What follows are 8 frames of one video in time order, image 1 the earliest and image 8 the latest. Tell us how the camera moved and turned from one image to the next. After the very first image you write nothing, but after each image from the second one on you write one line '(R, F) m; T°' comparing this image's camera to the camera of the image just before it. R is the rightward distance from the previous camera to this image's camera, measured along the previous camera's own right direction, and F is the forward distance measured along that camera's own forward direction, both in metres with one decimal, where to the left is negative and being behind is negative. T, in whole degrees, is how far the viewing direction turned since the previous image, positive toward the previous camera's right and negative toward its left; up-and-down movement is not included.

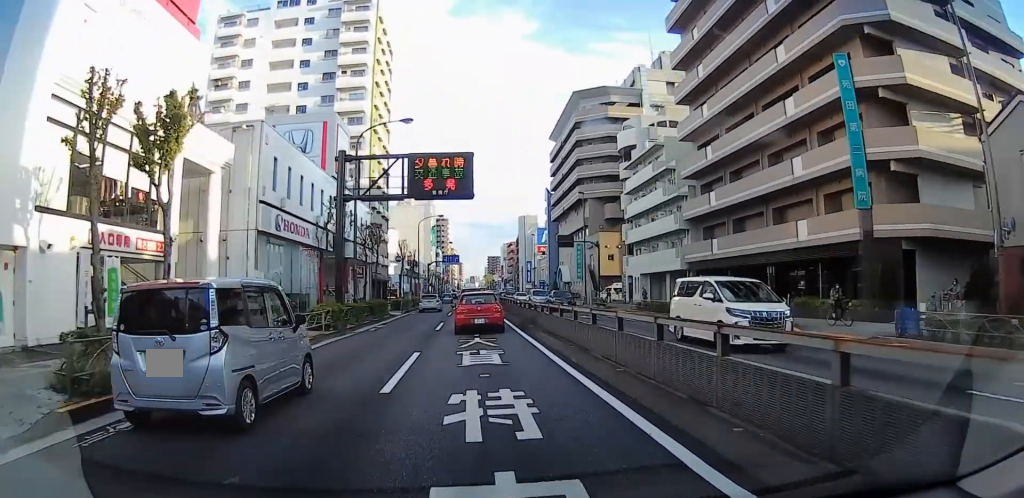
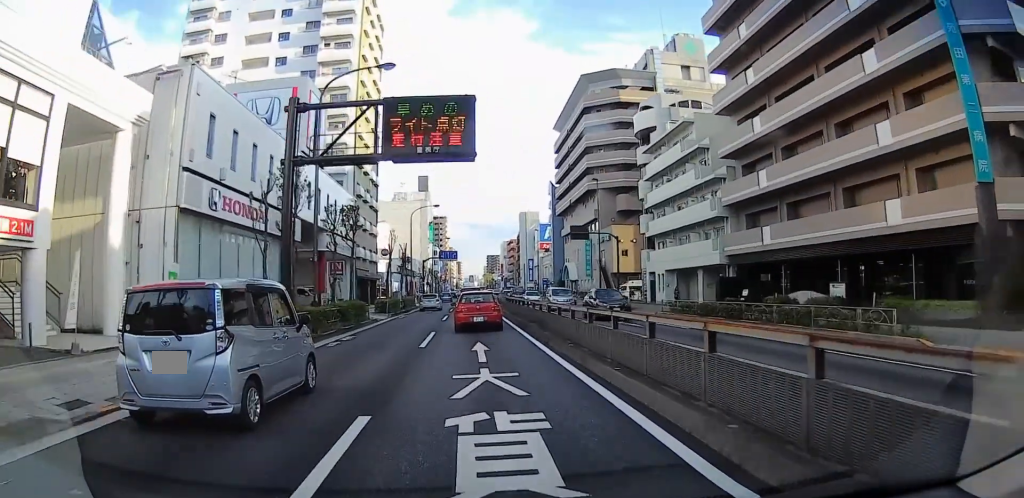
(+0.1, +8.2) m; 0°
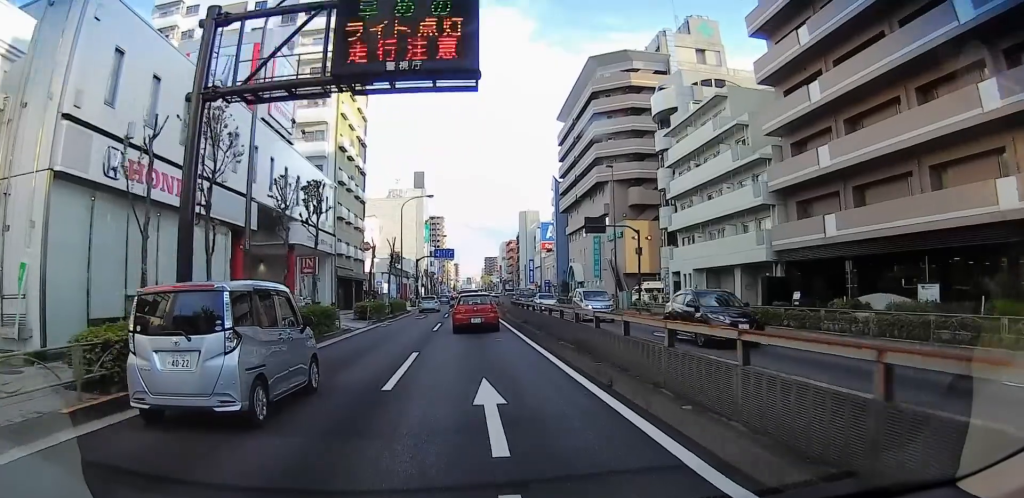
(0.0, +7.4) m; 0°
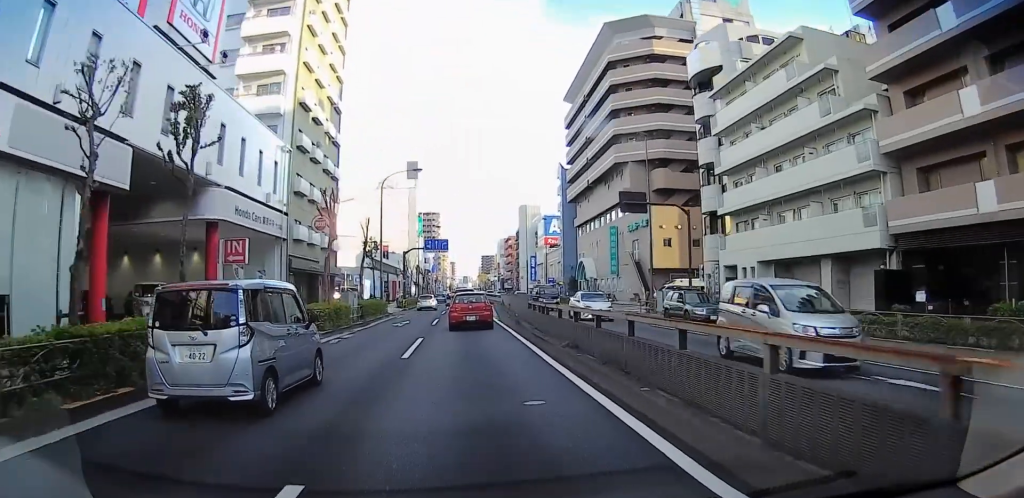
(+0.1, +10.9) m; +1°
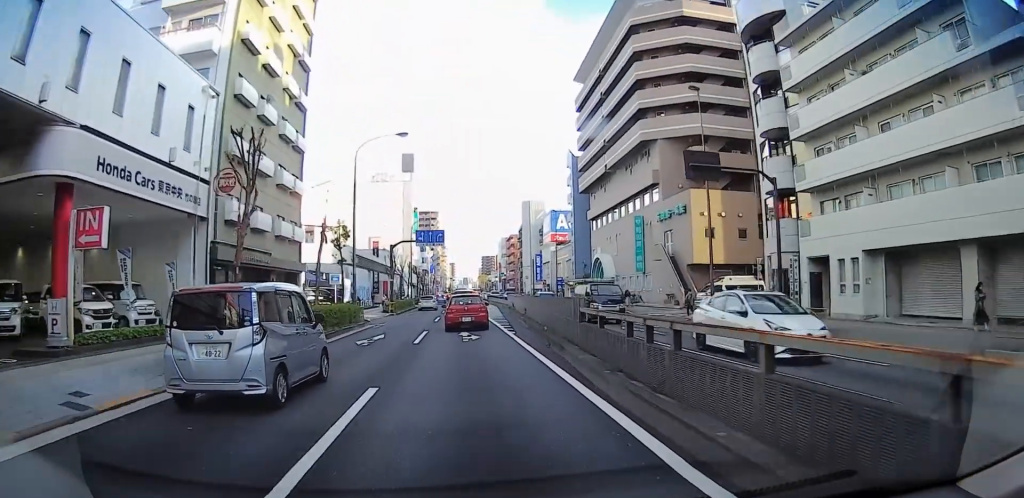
(+0.1, +10.6) m; +1°
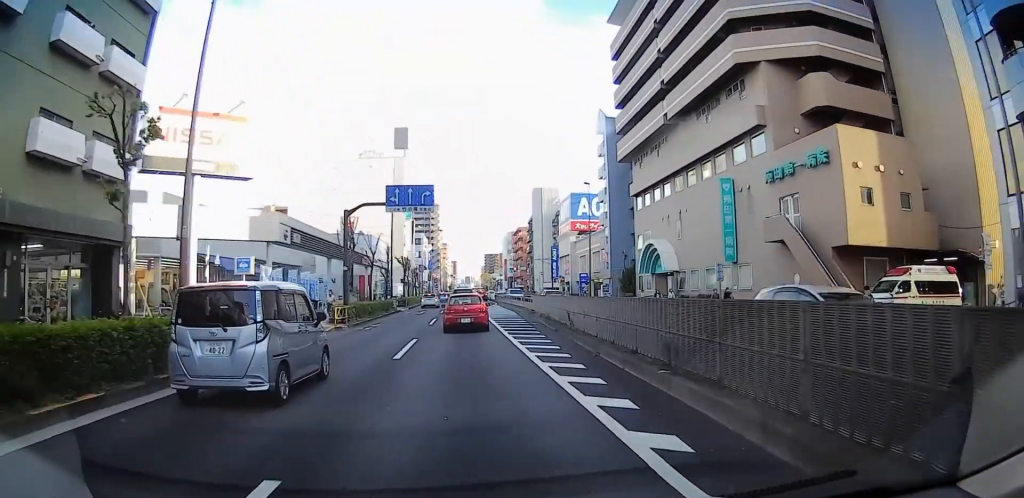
(+0.1, +20.0) m; 0°
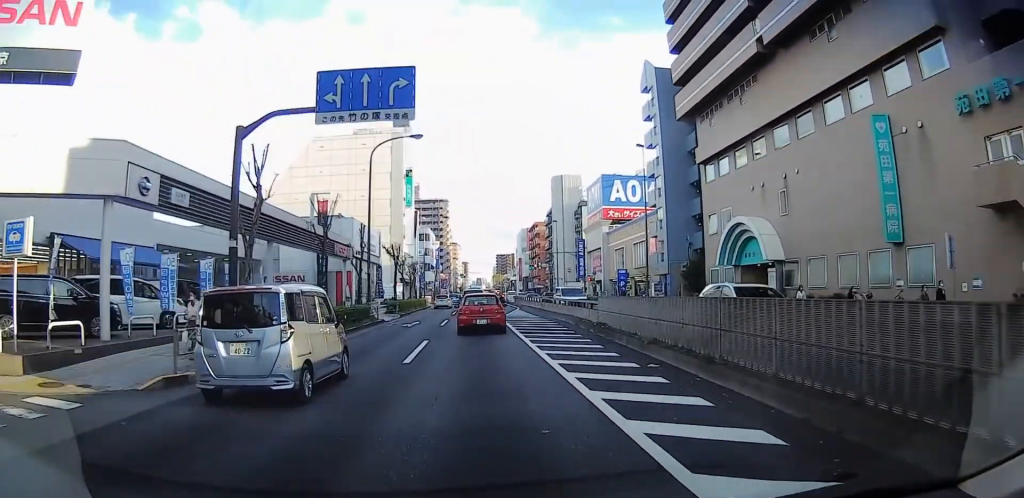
(-0.1, +16.4) m; +1°
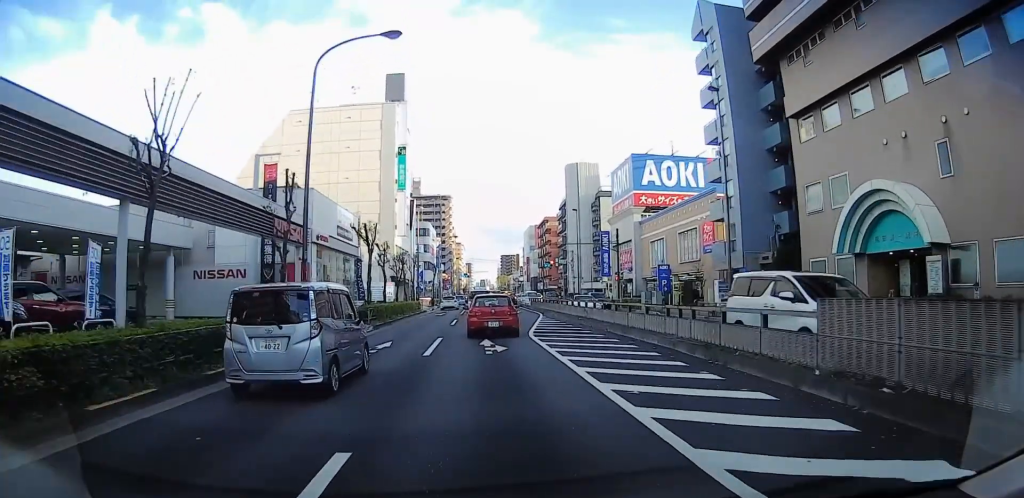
(+0.2, +15.4) m; +1°
